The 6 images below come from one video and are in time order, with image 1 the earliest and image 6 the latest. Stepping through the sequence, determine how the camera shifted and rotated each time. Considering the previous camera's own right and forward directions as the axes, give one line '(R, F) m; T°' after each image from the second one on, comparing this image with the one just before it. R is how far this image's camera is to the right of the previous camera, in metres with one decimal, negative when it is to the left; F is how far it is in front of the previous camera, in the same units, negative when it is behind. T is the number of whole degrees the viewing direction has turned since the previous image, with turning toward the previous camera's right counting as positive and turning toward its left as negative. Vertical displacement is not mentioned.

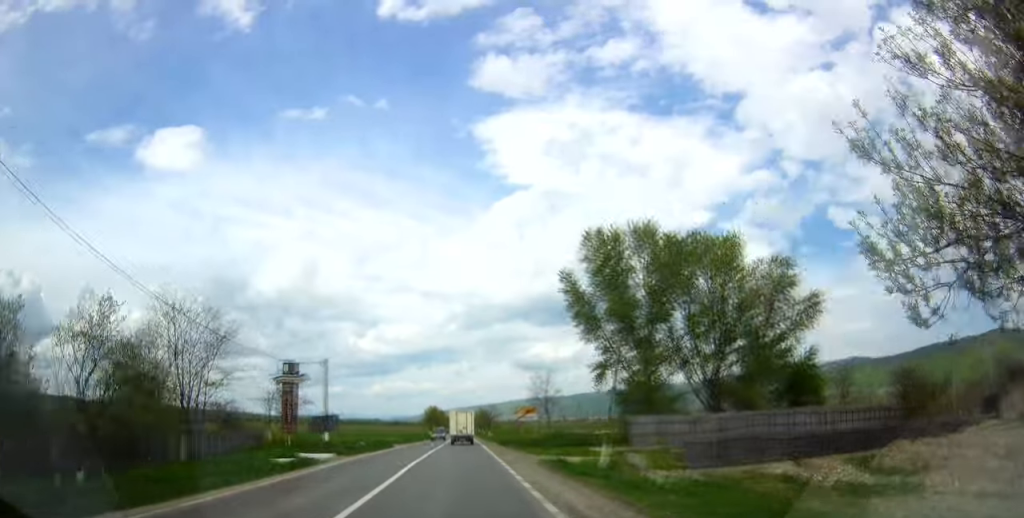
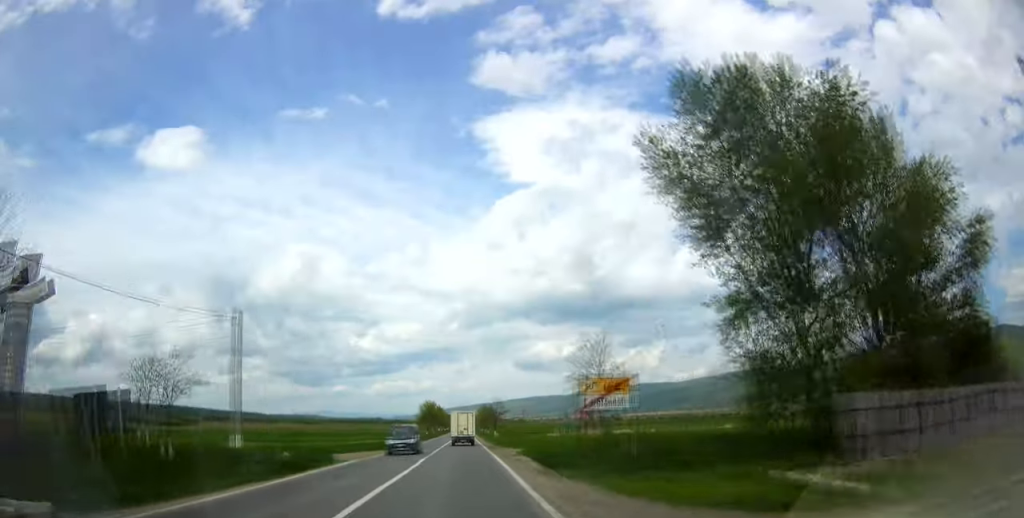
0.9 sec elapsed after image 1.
(-0.3, +22.0) m; 0°
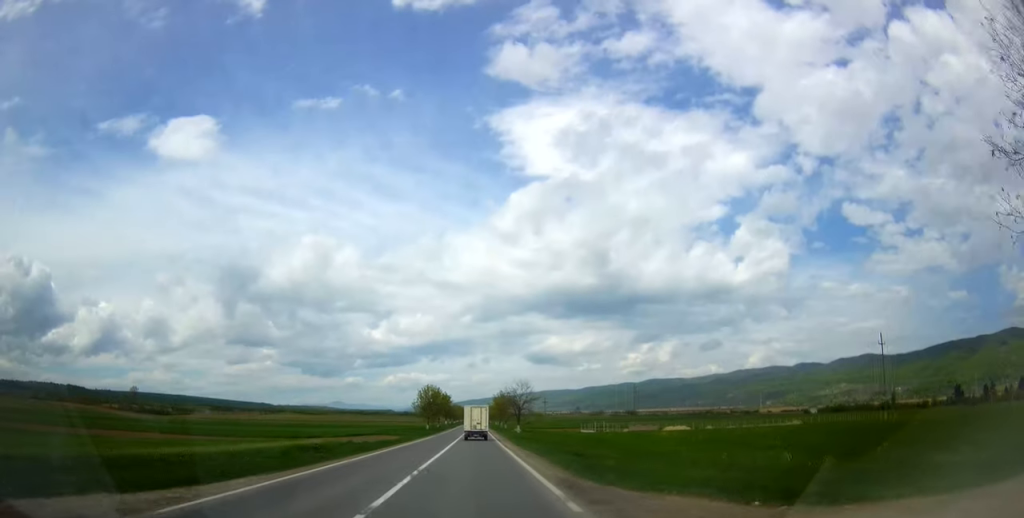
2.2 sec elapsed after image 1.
(+0.4, +31.3) m; +1°
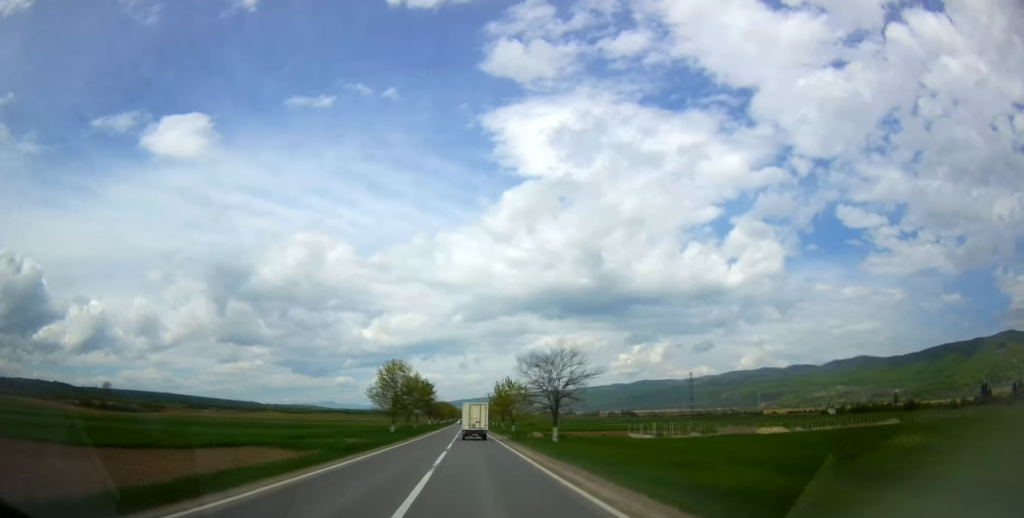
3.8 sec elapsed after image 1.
(0.0, +40.5) m; 0°
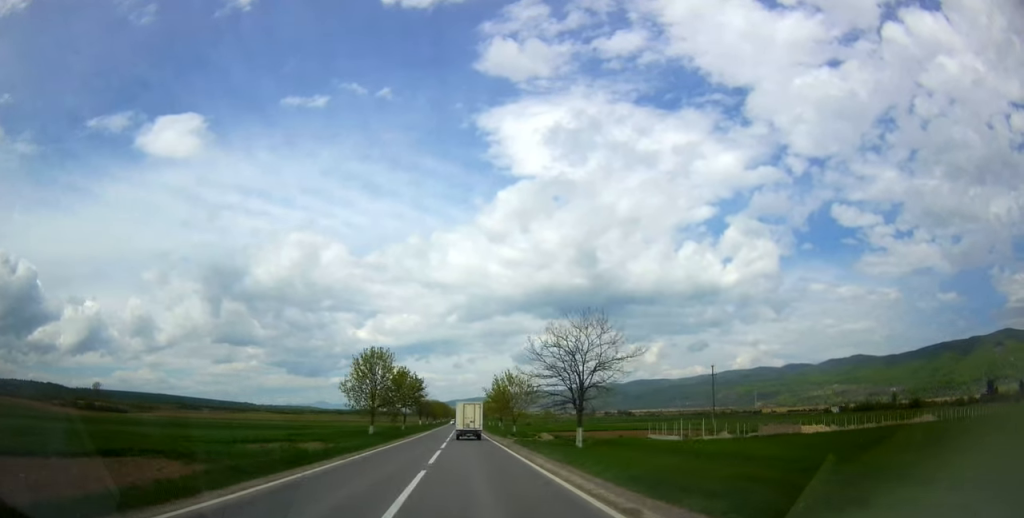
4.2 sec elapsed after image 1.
(-0.1, +11.5) m; 0°
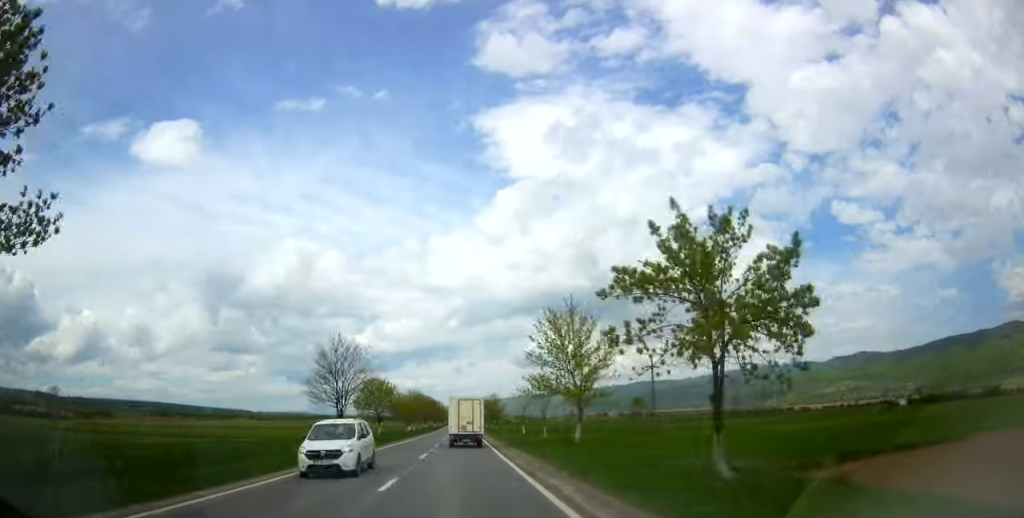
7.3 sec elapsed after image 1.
(+0.1, +82.9) m; 0°
